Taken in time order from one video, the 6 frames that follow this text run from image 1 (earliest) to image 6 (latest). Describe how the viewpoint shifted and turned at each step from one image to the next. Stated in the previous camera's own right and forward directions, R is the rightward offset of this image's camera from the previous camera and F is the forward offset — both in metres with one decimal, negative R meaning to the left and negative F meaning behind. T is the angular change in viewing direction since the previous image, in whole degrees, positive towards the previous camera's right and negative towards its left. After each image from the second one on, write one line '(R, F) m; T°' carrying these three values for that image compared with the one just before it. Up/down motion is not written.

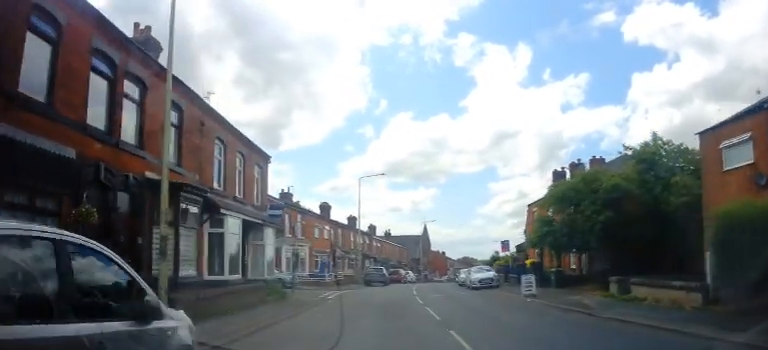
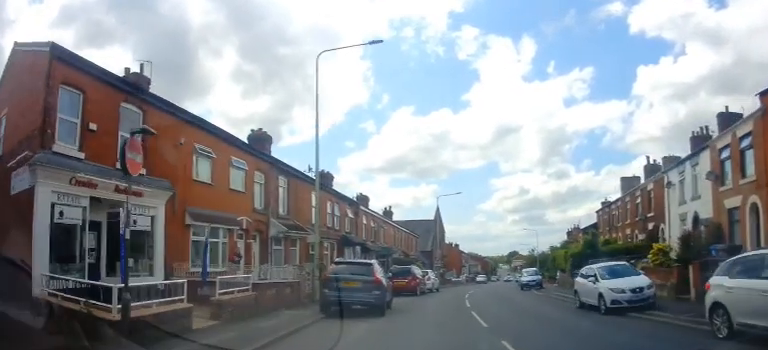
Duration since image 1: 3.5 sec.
(-0.3, +26.7) m; -2°
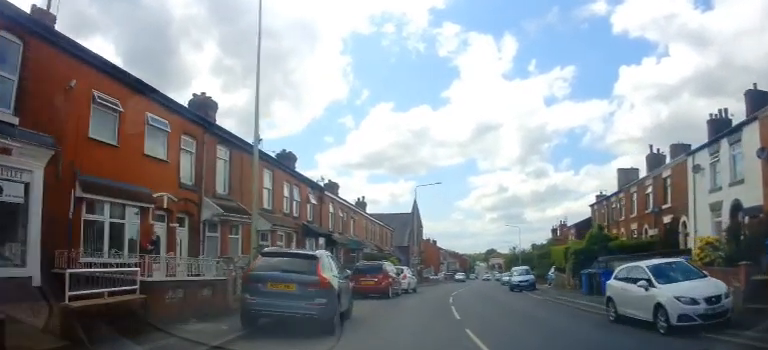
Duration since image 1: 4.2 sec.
(+0.1, +4.9) m; +3°
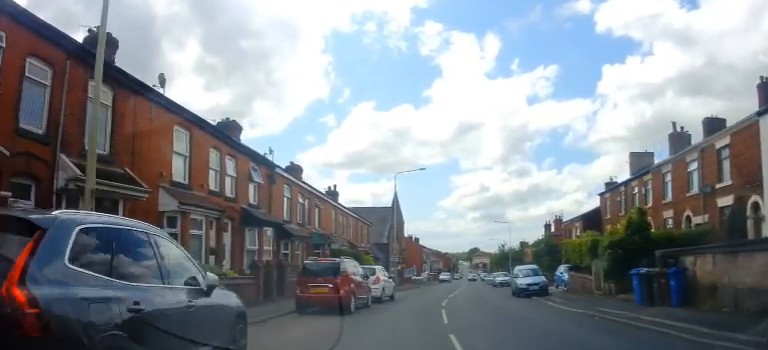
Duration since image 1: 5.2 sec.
(+0.5, +7.0) m; +6°
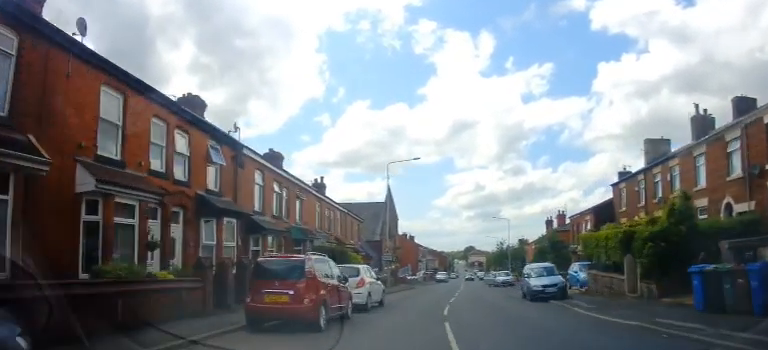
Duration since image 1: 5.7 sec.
(+0.1, +3.6) m; +2°
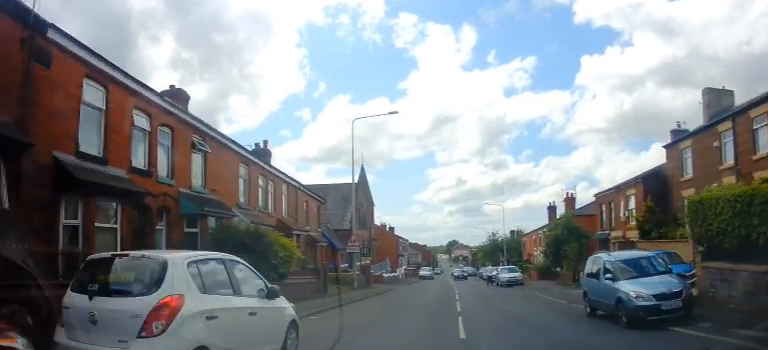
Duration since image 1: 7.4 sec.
(-0.5, +10.8) m; -4°
